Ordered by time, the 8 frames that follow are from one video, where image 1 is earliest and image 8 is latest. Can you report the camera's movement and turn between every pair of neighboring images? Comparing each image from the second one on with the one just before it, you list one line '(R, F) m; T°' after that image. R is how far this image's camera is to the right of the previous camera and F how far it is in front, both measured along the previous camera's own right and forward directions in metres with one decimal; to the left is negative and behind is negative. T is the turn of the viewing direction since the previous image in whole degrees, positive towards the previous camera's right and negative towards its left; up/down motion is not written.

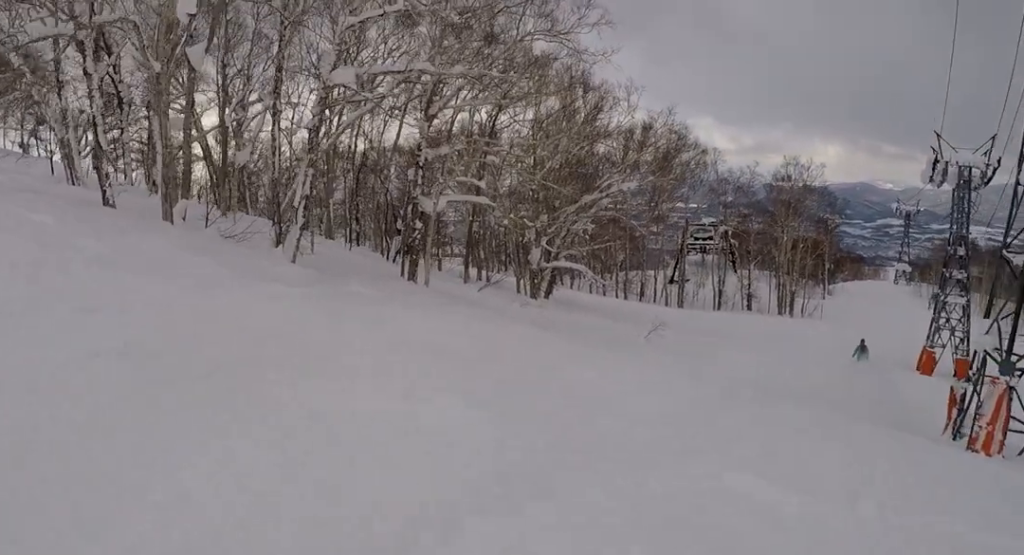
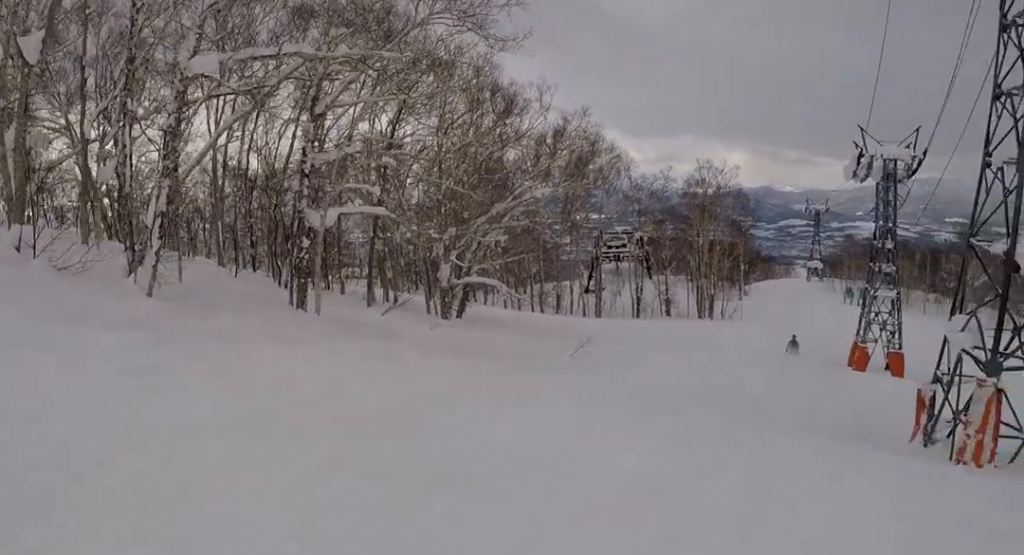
(0.0, +3.8) m; +6°
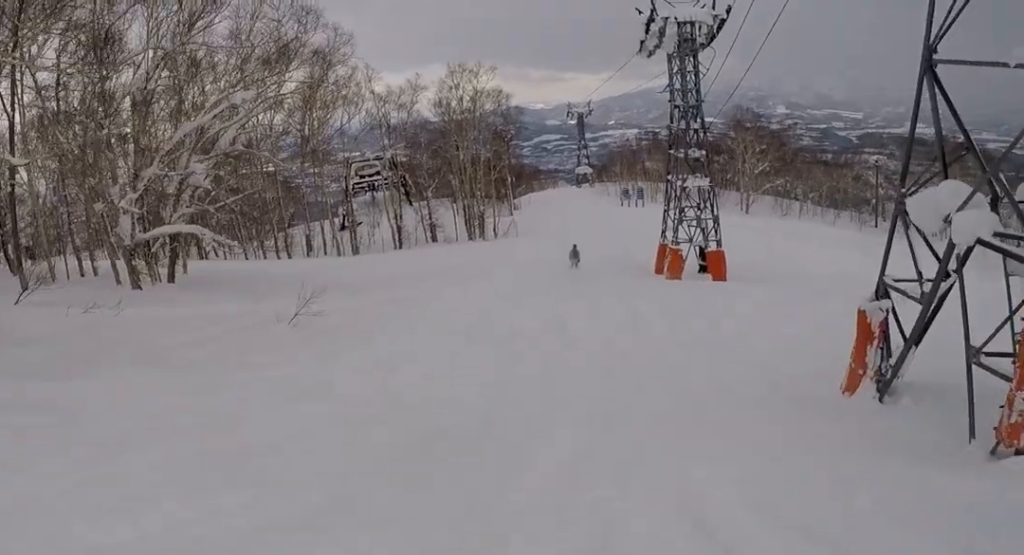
(+1.5, +10.6) m; +15°
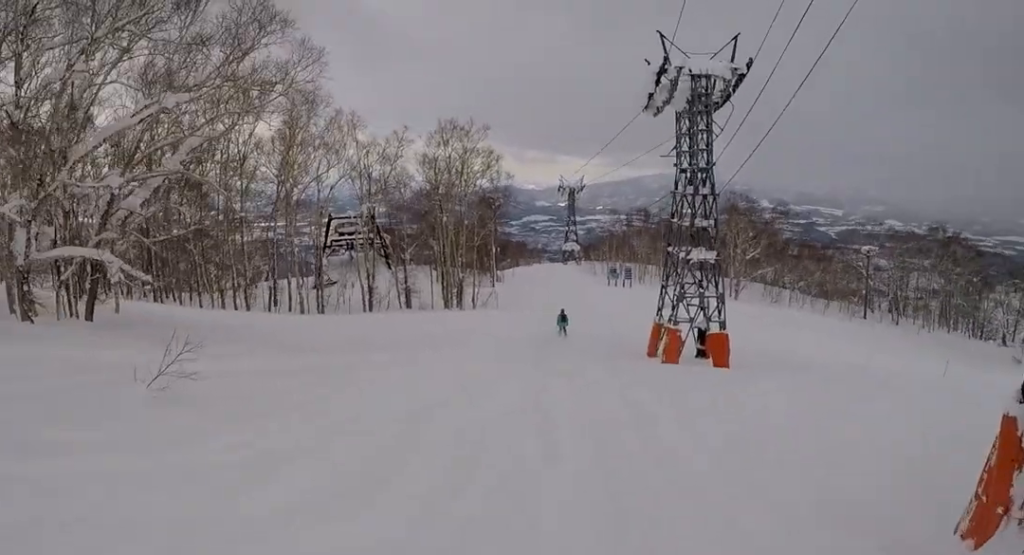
(0.0, +5.5) m; +5°
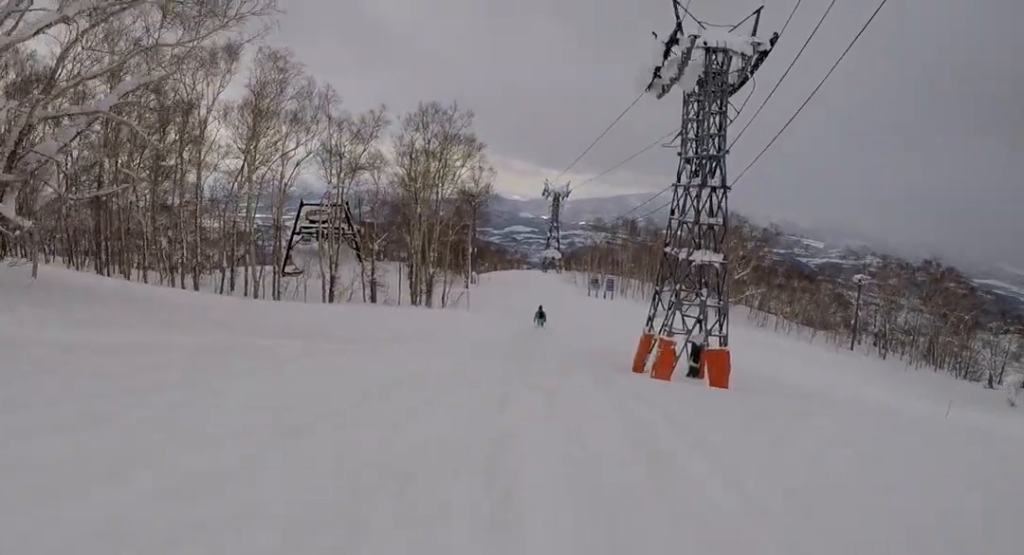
(+0.4, +4.5) m; 0°
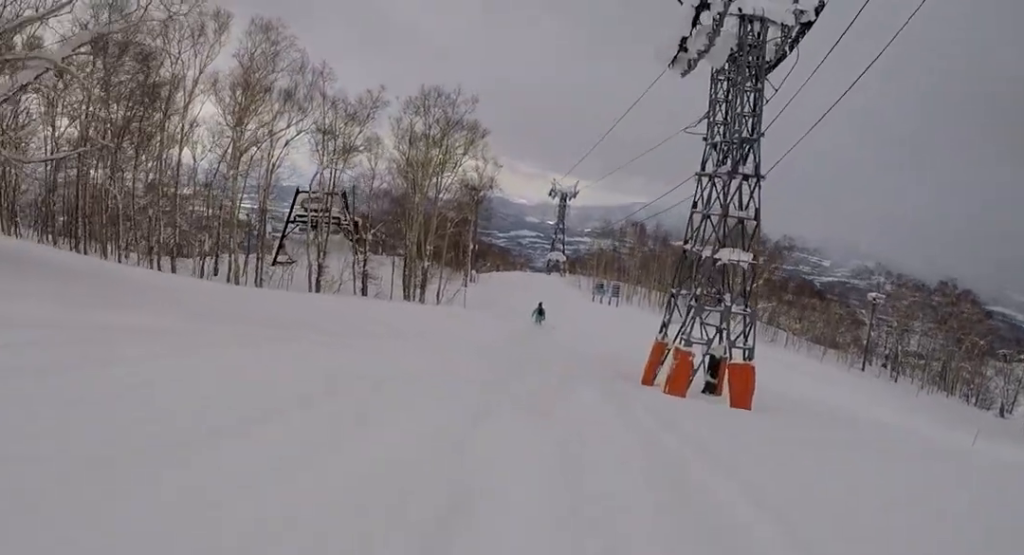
(+0.3, +3.3) m; 0°
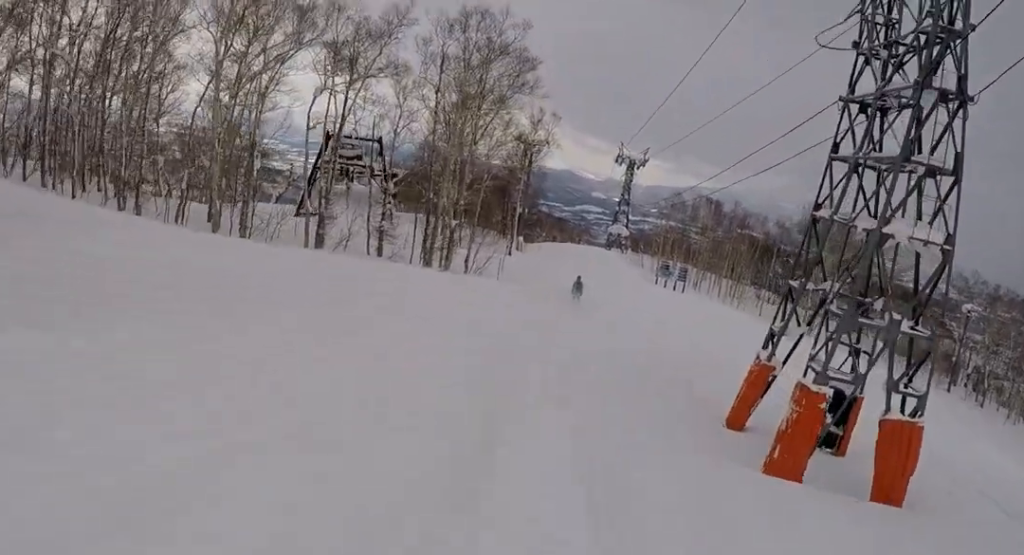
(-0.8, +9.8) m; -5°
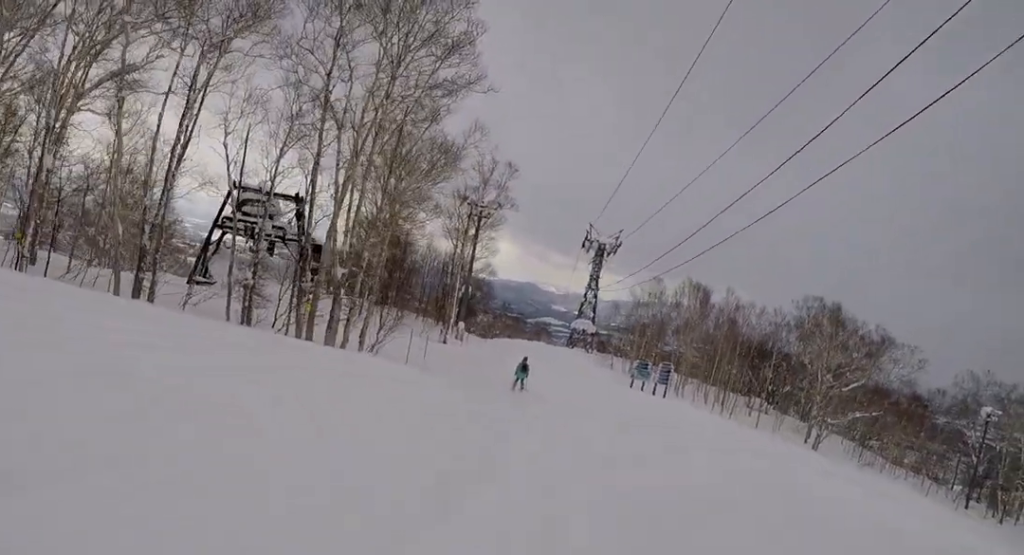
(0.0, +14.7) m; +4°
